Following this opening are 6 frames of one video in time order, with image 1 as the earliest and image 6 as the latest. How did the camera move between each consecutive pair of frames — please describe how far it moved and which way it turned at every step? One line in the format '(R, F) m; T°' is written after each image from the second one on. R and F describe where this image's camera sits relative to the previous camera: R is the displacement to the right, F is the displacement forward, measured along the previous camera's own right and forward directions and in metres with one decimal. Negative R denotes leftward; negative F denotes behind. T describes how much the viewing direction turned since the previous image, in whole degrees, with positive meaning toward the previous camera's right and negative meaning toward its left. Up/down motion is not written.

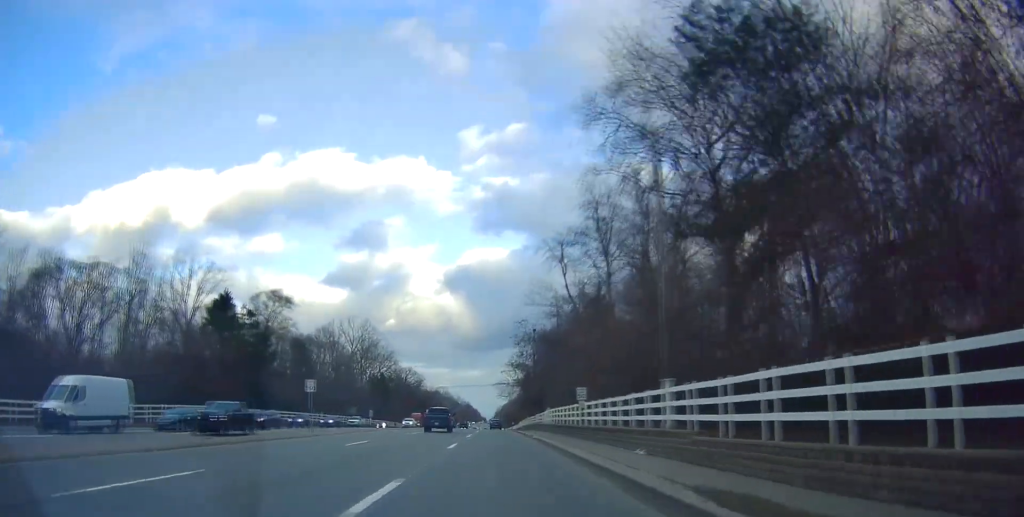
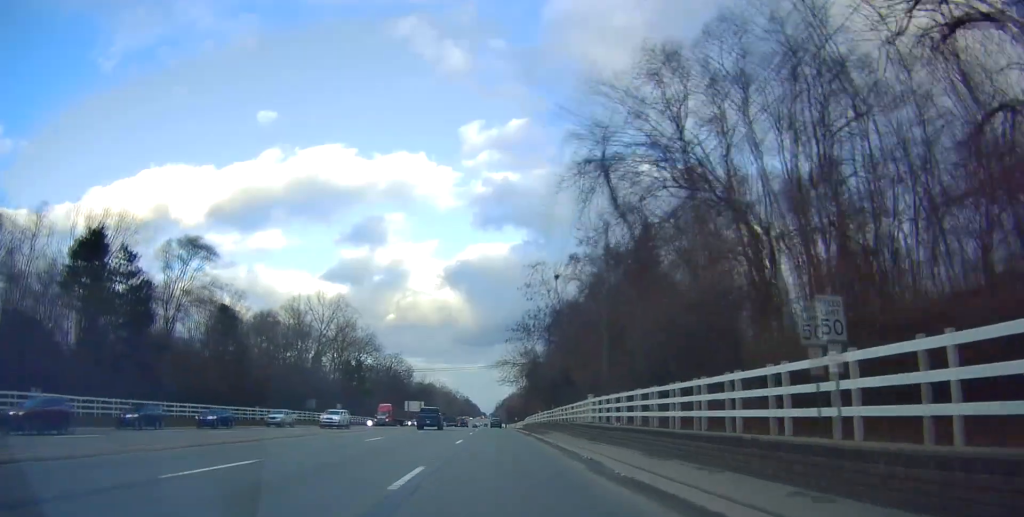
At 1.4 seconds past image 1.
(+0.2, +27.2) m; 0°
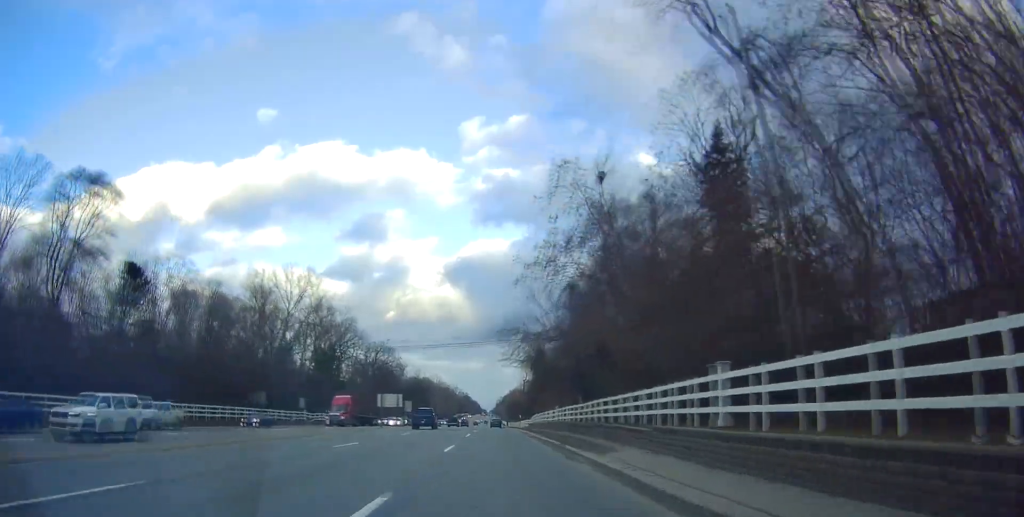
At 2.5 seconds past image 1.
(+0.1, +20.7) m; +1°
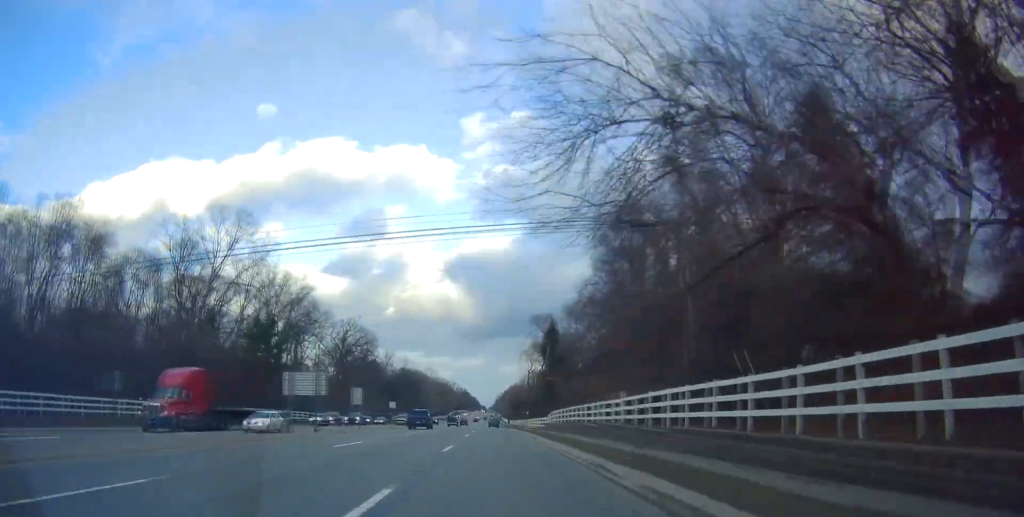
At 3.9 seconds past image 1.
(+0.3, +29.7) m; +1°
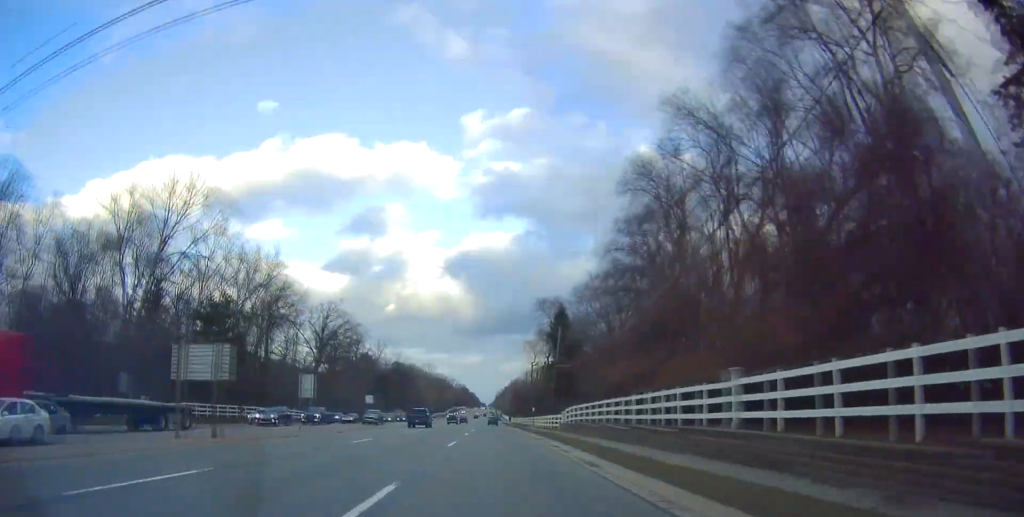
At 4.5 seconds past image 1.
(0.0, +13.7) m; 0°
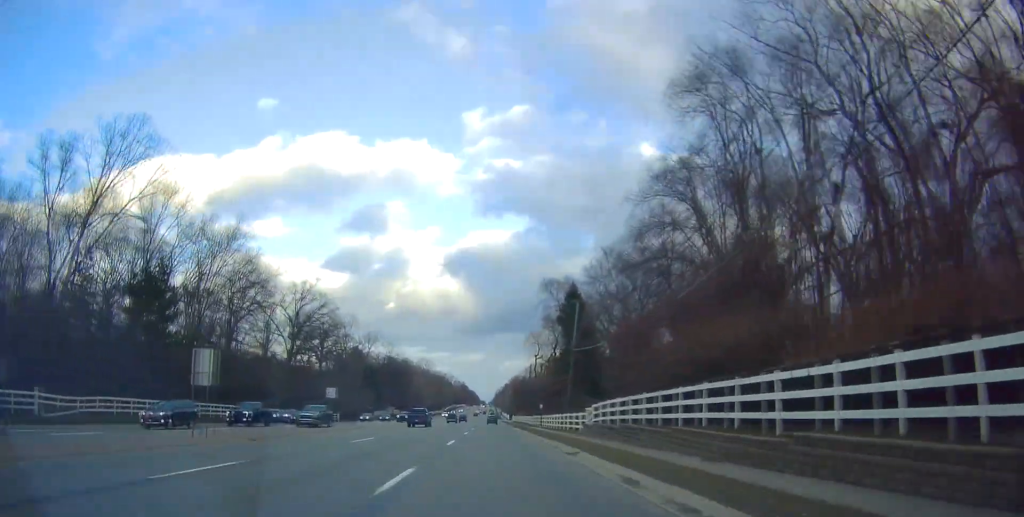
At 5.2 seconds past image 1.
(0.0, +13.9) m; 0°
